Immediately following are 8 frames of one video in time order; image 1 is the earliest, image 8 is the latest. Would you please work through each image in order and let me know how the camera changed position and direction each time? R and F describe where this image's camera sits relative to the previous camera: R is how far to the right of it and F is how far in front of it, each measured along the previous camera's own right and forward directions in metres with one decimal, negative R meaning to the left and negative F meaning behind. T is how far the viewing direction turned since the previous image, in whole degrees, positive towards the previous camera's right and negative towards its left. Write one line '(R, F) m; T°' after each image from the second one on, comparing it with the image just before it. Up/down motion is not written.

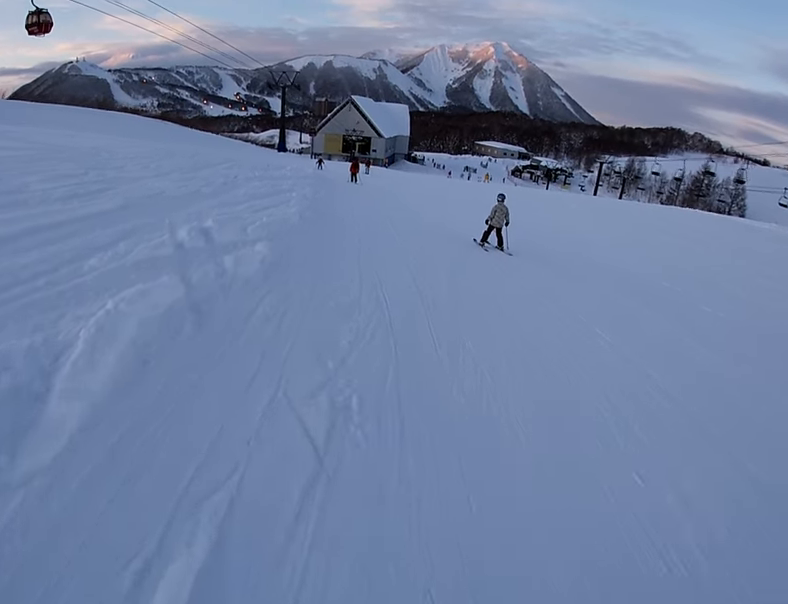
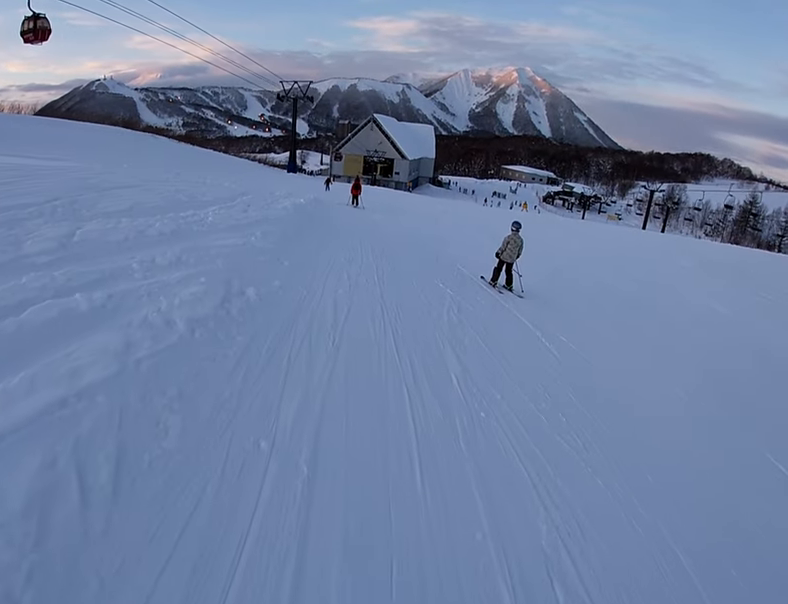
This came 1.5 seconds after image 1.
(-1.2, +11.6) m; -7°
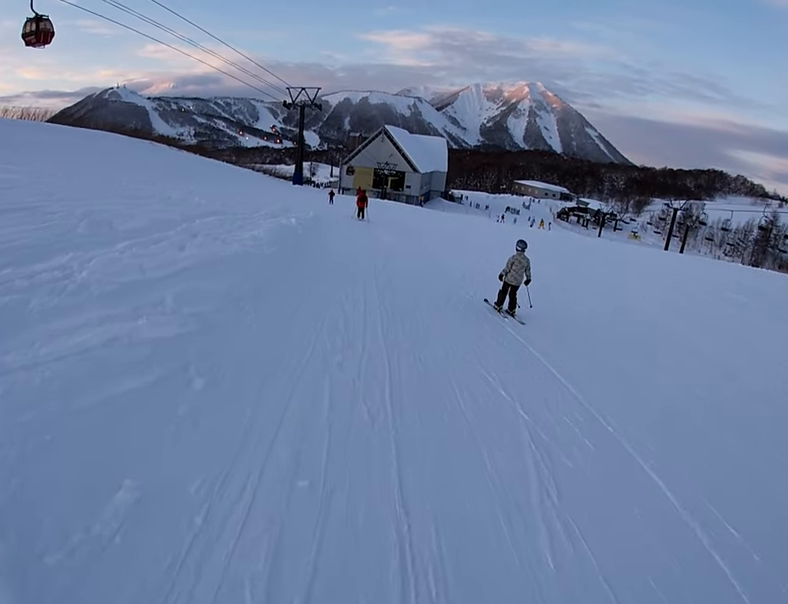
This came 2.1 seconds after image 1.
(+0.2, +4.5) m; 0°
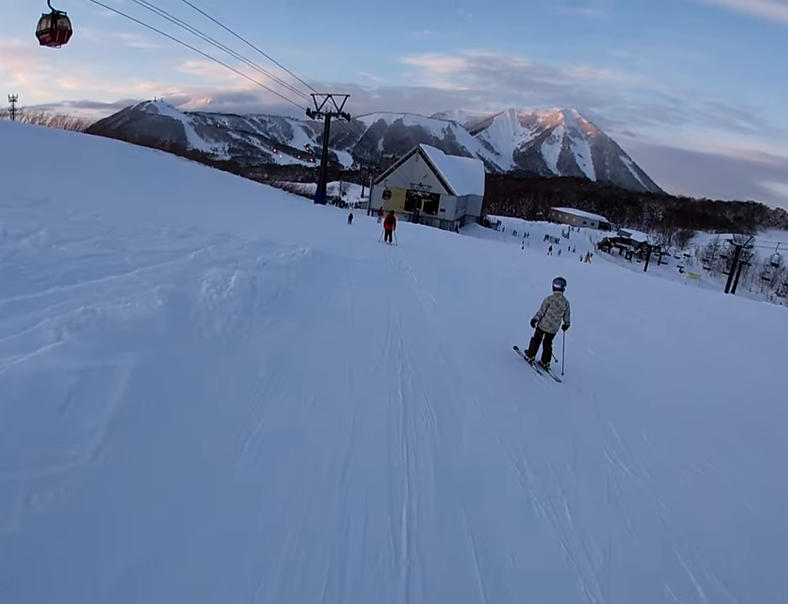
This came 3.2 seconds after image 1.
(-0.3, +8.5) m; -4°
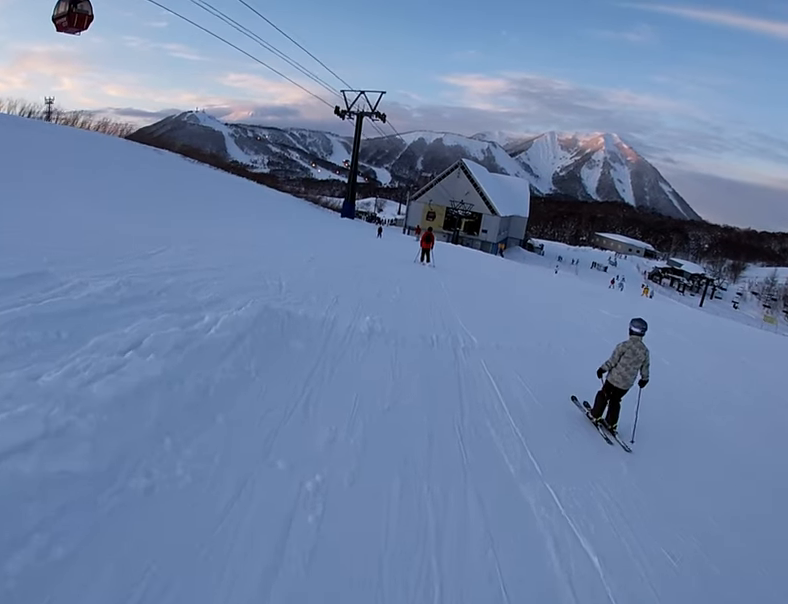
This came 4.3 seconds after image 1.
(-0.5, +8.5) m; -9°
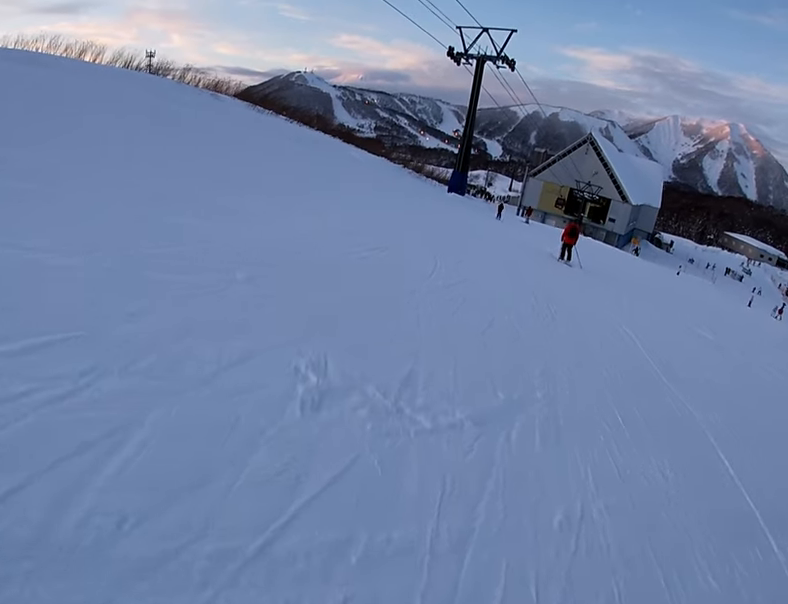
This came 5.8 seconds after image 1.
(-1.1, +10.2) m; -11°
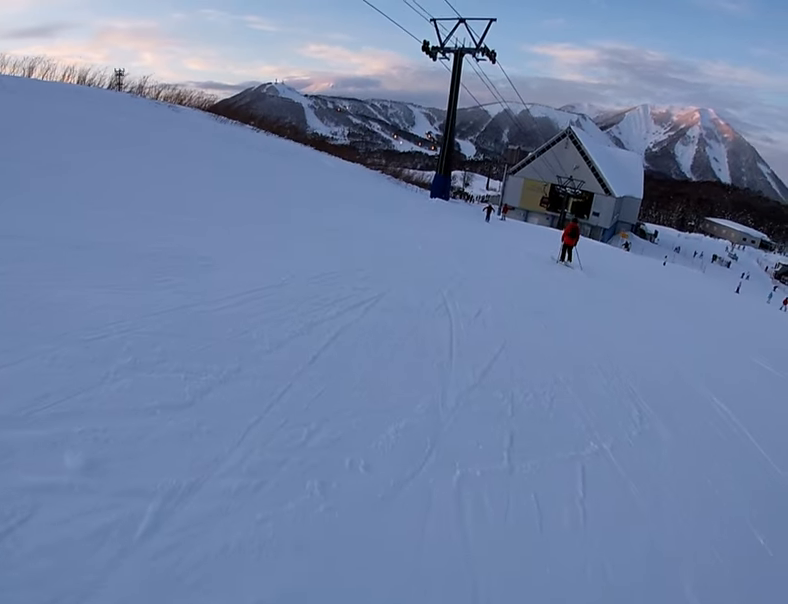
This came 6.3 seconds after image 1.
(+0.1, +3.2) m; -4°
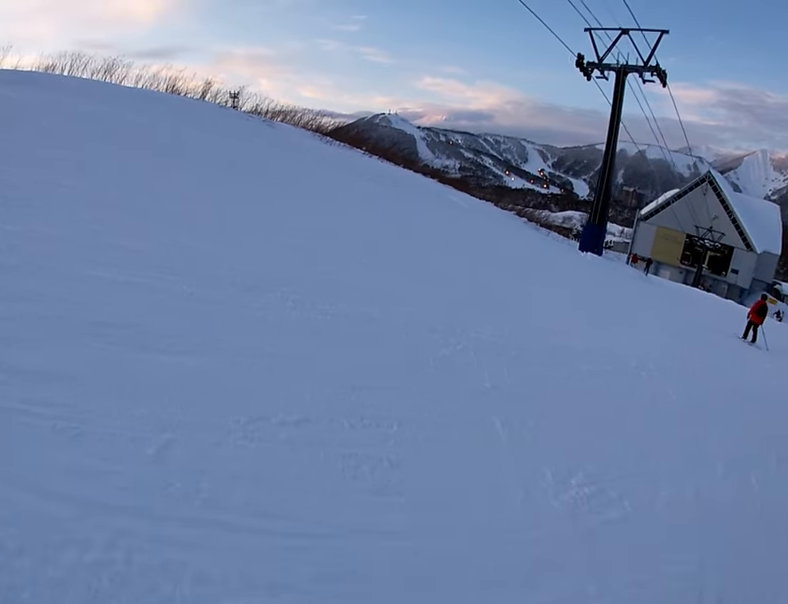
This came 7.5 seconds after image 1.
(-1.0, +6.1) m; -12°
